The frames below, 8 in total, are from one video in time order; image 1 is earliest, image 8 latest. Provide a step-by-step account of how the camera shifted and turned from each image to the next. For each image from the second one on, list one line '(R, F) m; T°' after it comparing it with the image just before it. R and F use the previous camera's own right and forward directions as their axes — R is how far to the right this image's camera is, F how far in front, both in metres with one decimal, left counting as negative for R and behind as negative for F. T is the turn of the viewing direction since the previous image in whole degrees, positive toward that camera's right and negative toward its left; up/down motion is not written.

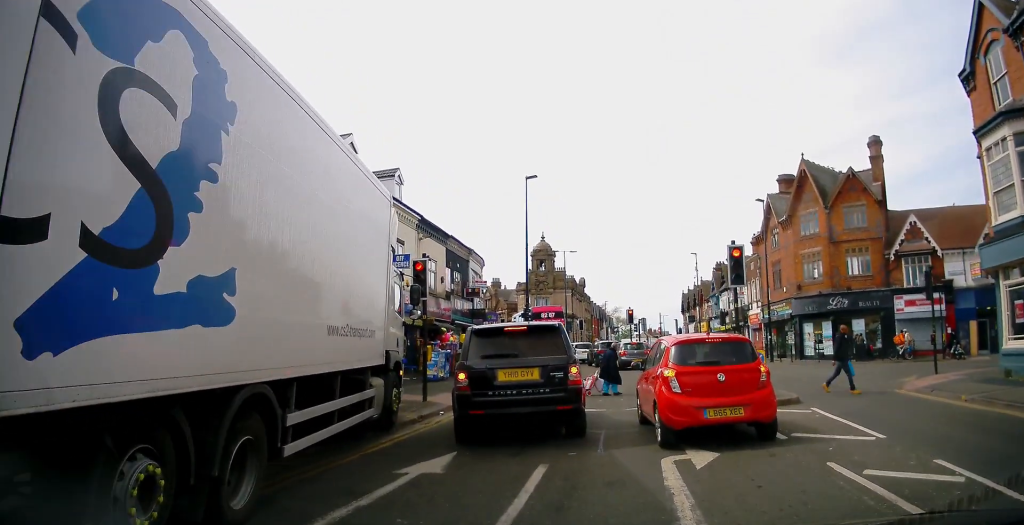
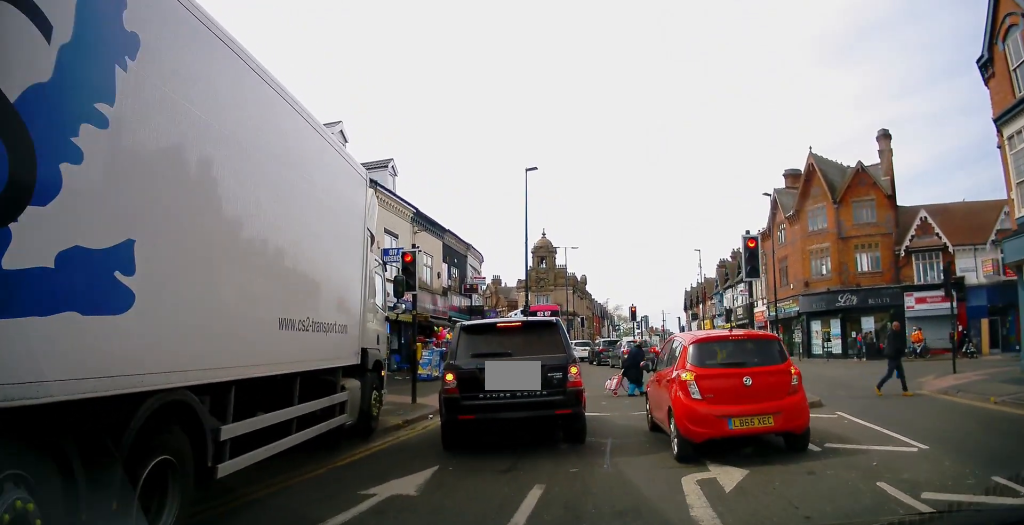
(0.0, +1.4) m; 0°
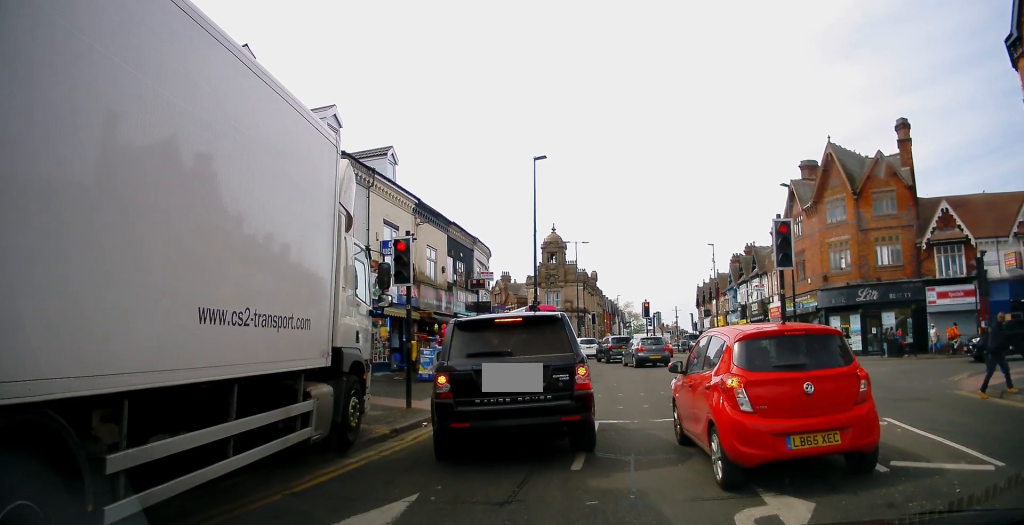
(0.0, +2.1) m; 0°
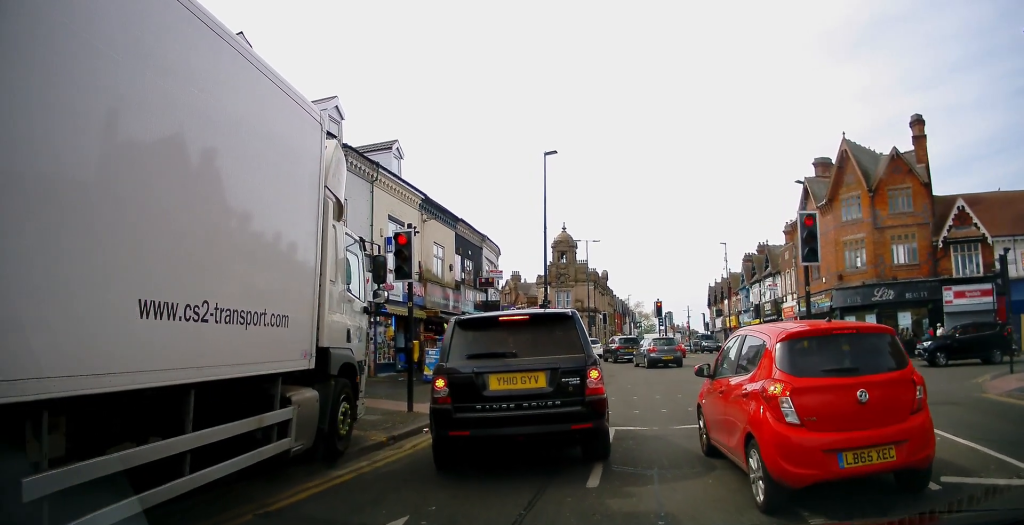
(0.0, +1.1) m; 0°
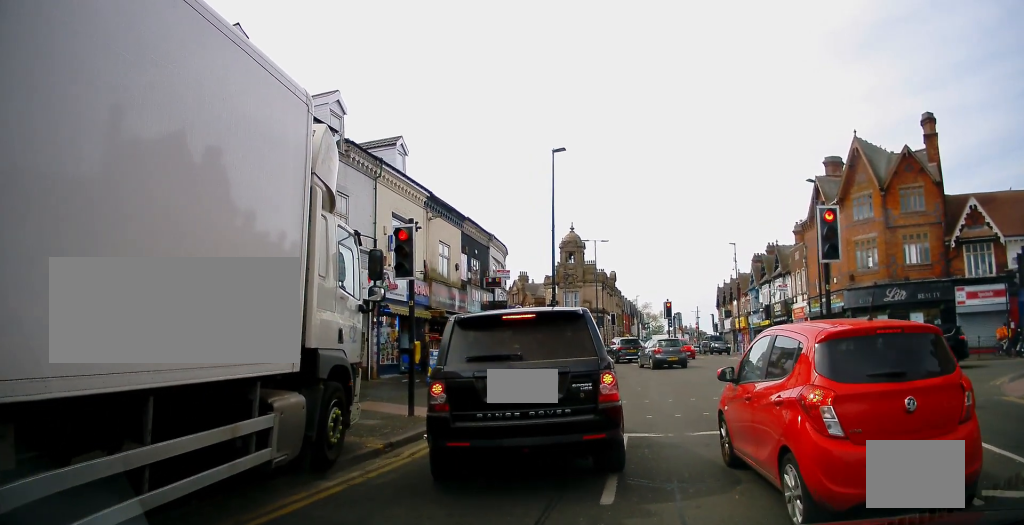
(0.0, +0.7) m; 0°
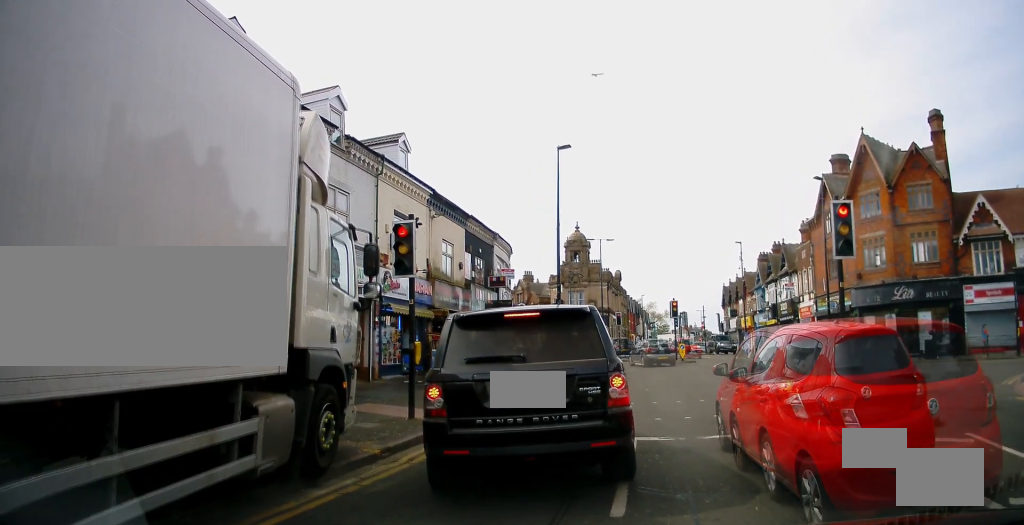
(0.0, +0.6) m; 0°
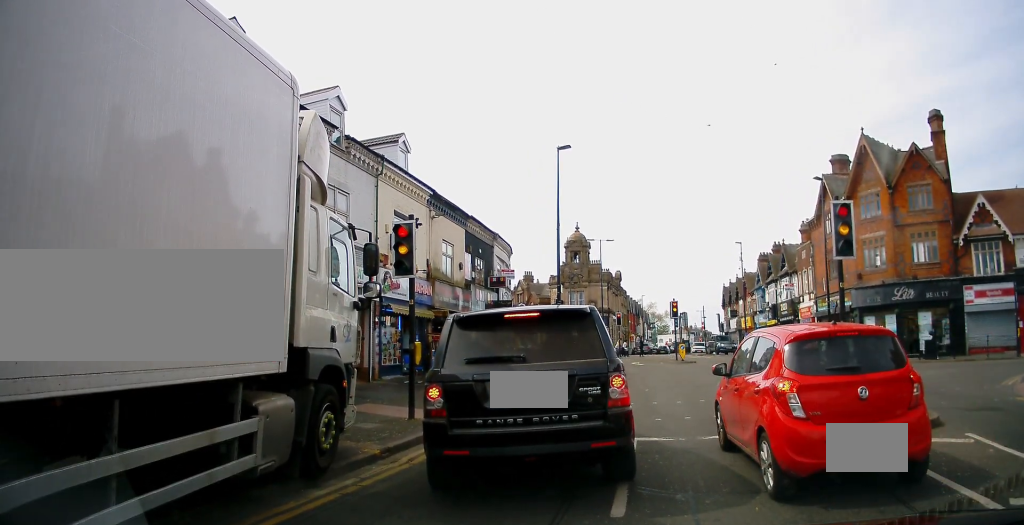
(0.0, +0.2) m; 0°
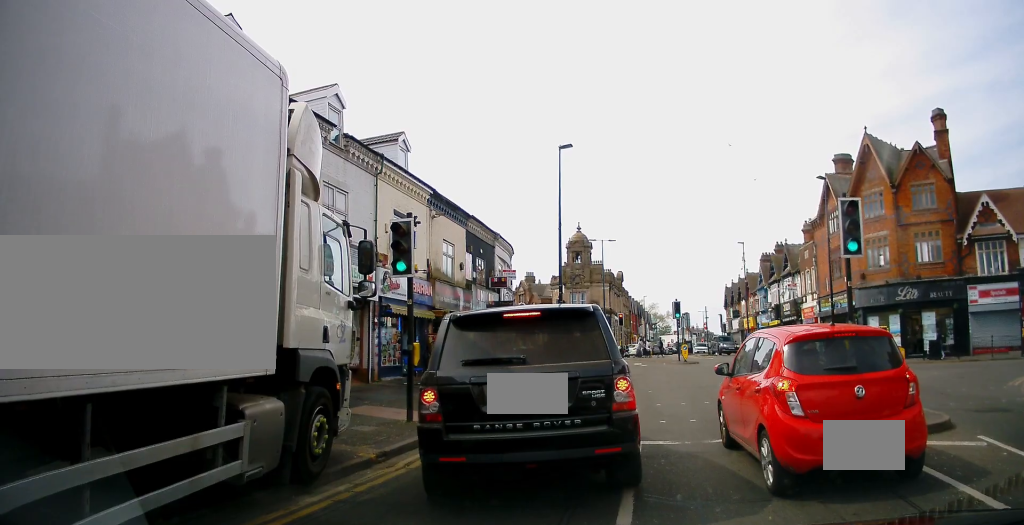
(0.0, +0.1) m; 0°
